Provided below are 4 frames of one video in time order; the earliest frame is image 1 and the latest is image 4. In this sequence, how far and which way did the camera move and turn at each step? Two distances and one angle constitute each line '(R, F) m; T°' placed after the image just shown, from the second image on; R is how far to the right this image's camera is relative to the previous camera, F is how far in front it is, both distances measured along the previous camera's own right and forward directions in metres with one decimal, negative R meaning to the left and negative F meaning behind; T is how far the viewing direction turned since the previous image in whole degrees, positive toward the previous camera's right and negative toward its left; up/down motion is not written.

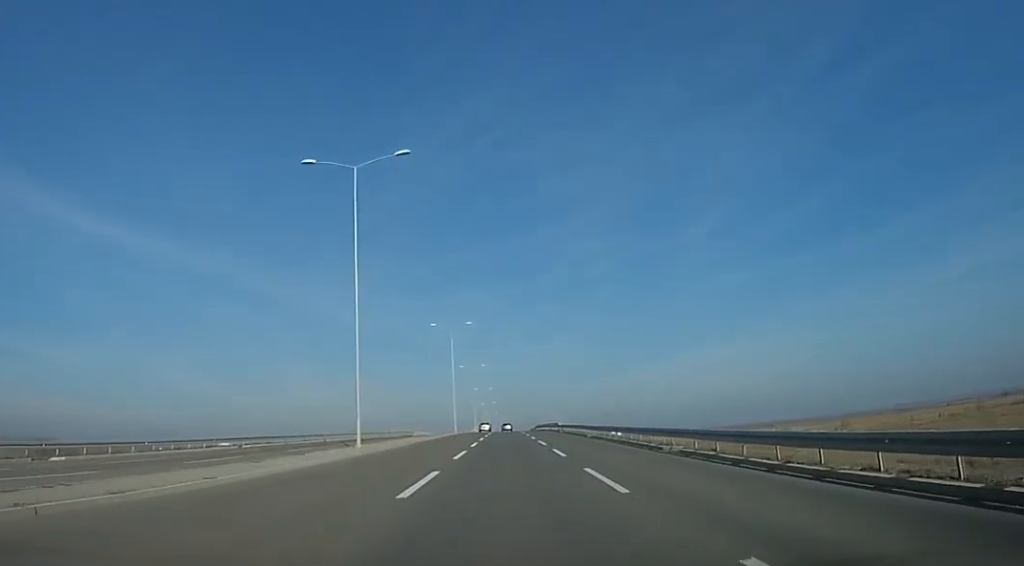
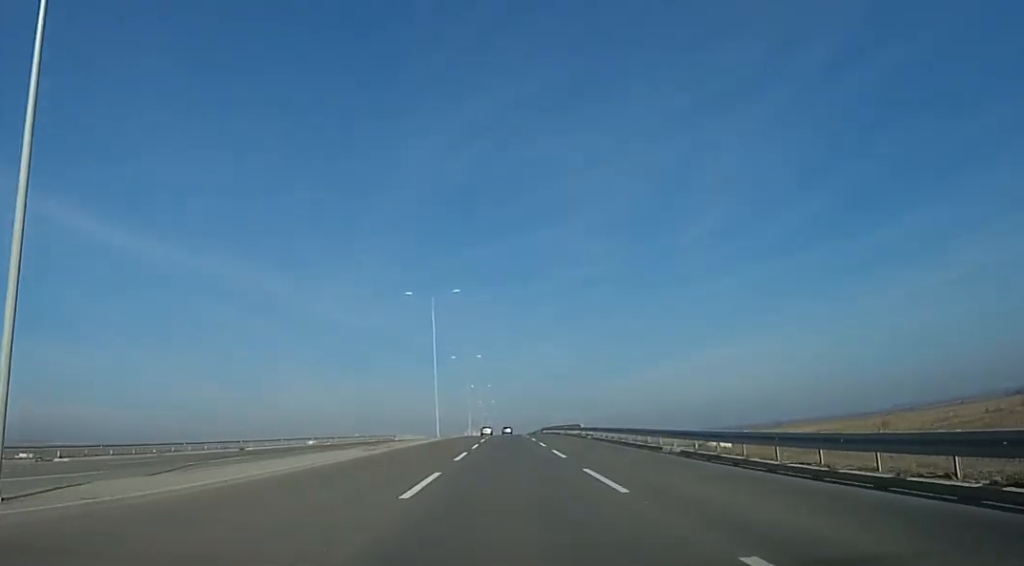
(-0.2, +20.1) m; 0°
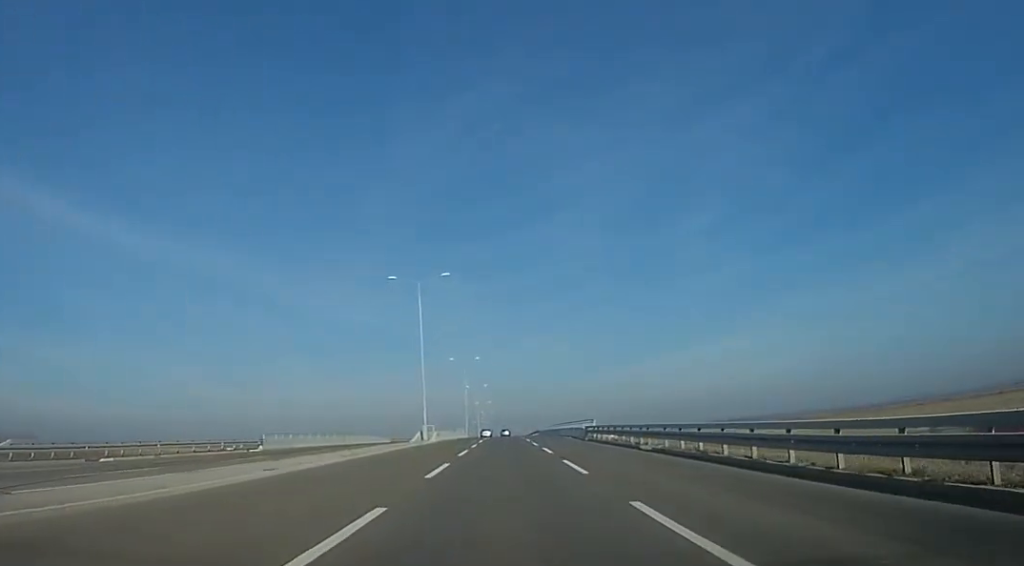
(-0.9, +56.2) m; -1°
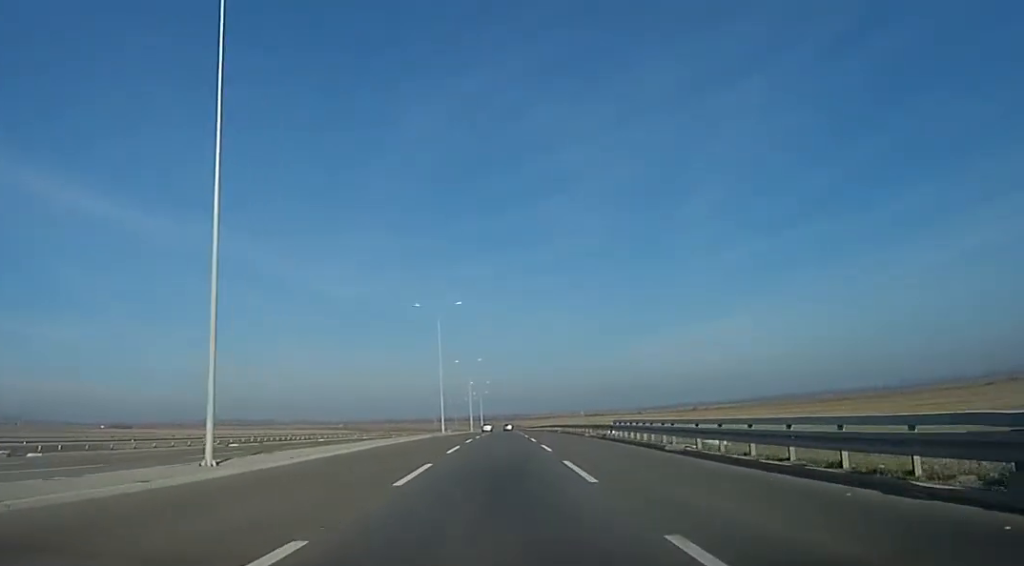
(+0.7, +92.6) m; +1°
